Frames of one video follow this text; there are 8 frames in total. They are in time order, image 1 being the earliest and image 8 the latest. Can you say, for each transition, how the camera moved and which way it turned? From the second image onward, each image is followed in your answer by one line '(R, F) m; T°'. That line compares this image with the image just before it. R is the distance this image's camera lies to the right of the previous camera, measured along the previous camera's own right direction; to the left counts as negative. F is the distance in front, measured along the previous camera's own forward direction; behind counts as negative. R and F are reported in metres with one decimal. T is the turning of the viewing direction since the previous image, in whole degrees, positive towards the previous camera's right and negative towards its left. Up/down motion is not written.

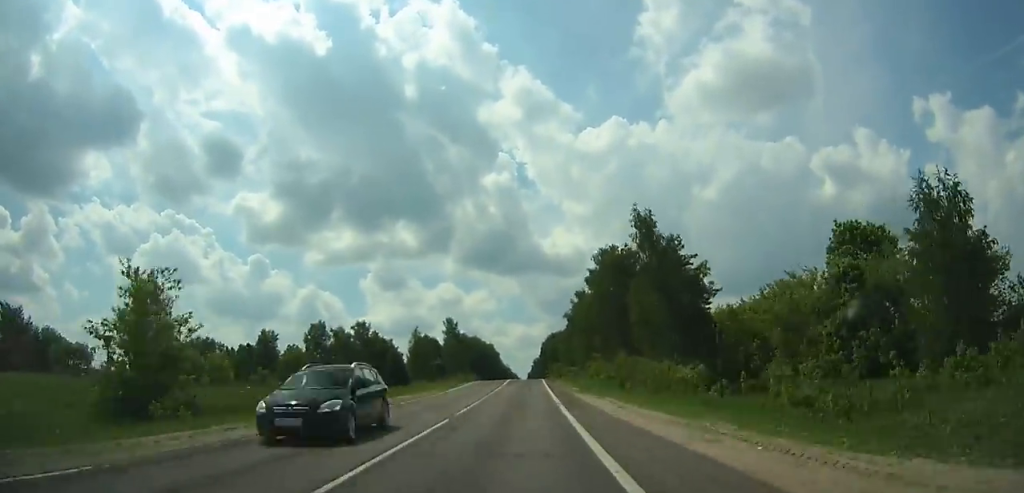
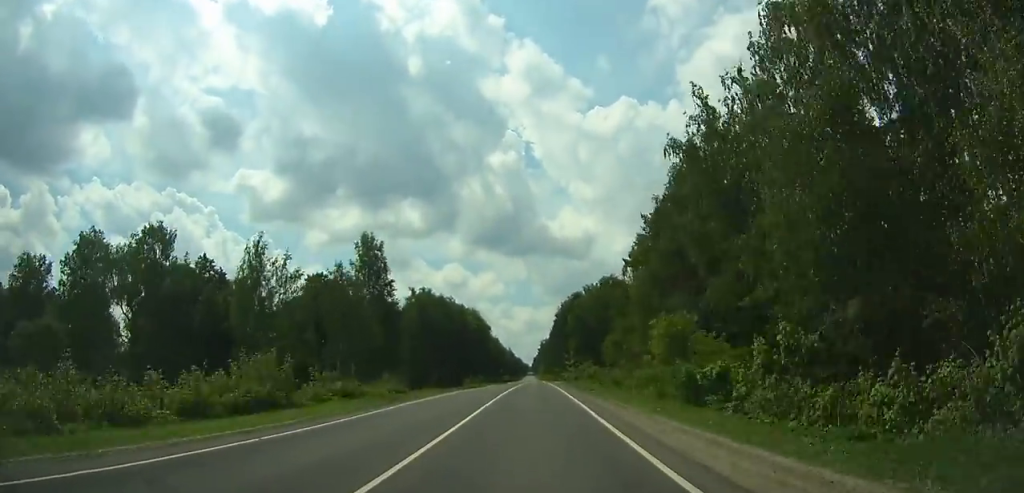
(-0.4, +93.7) m; 0°
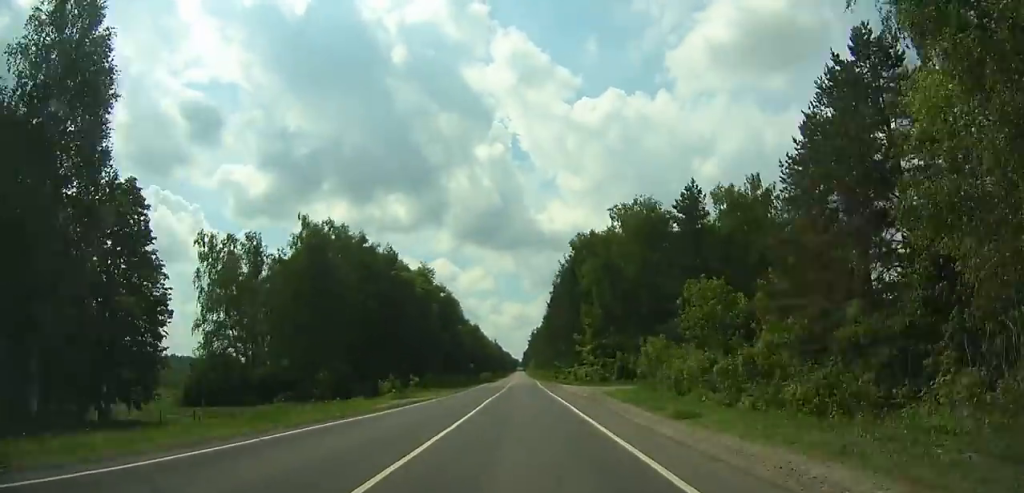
(+0.1, +53.7) m; 0°
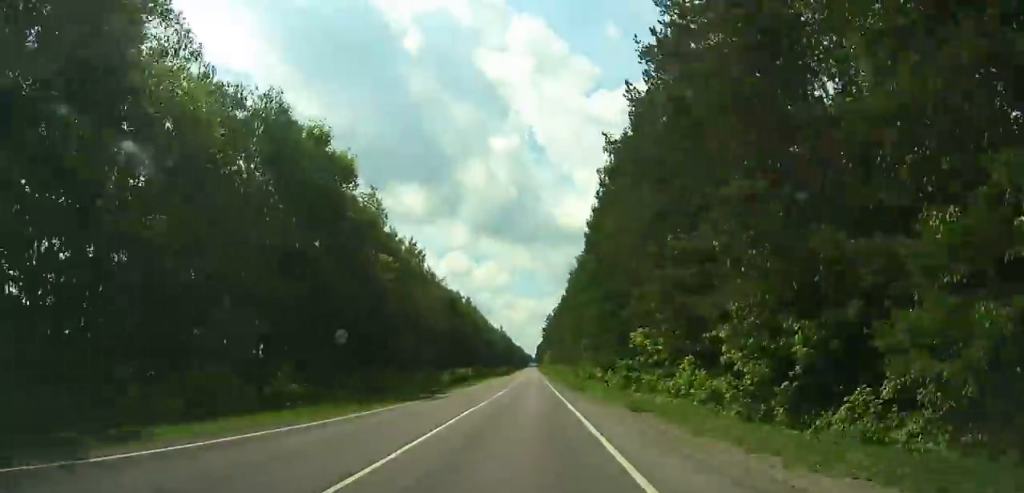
(-0.1, +76.3) m; 0°
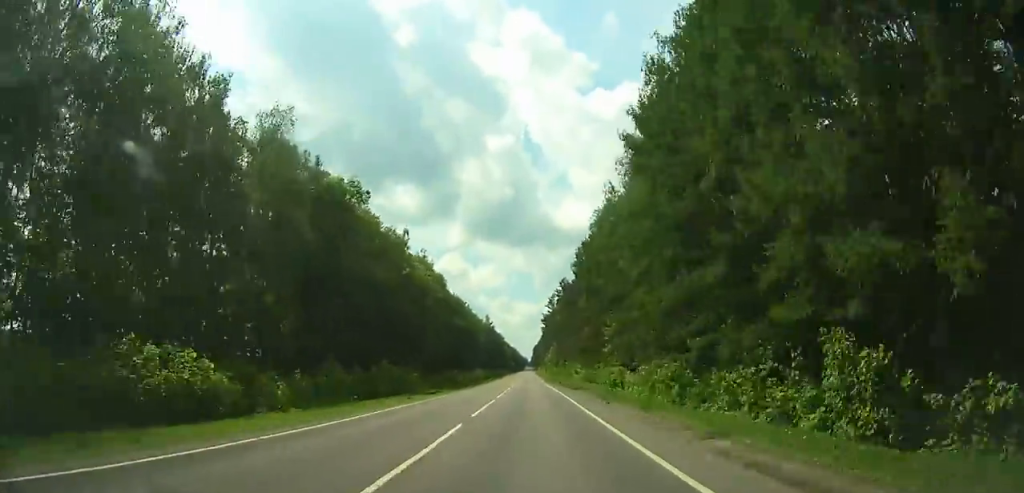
(-0.1, +75.4) m; 0°
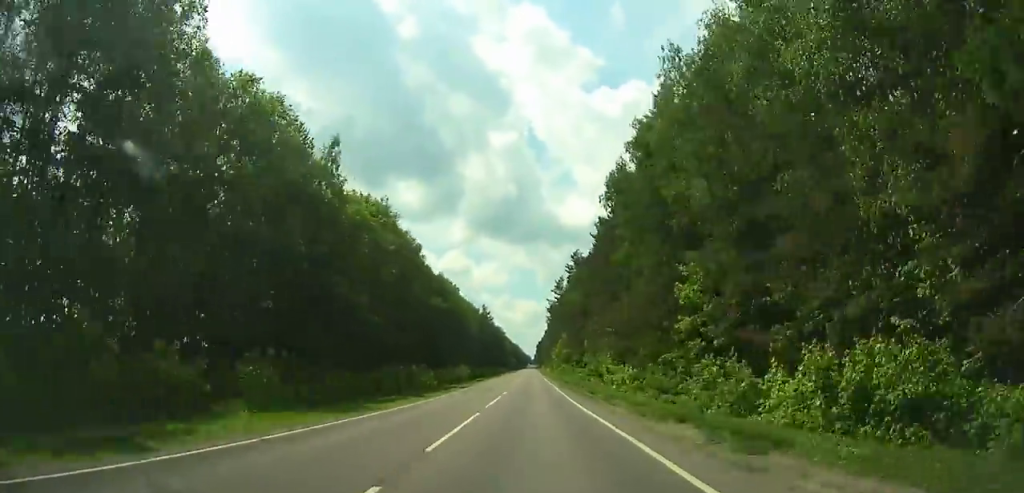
(0.0, +32.0) m; 0°
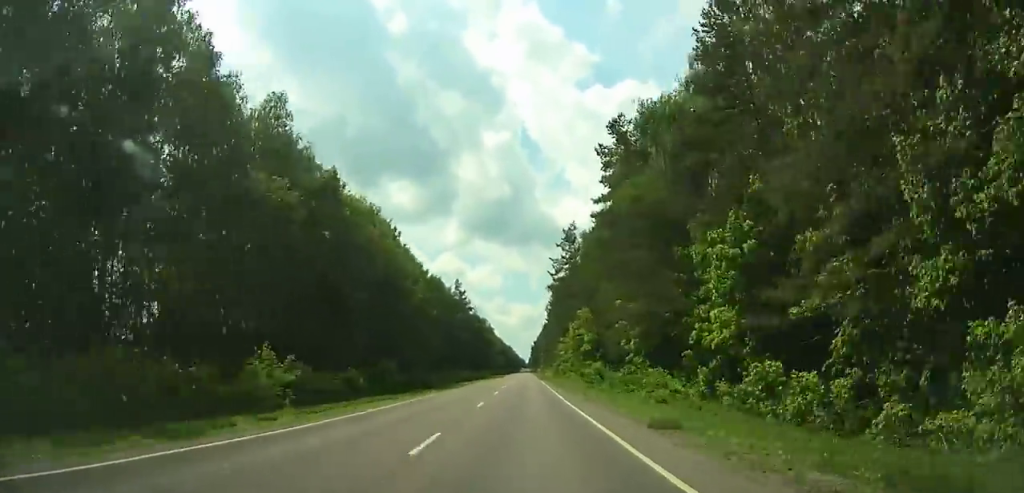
(-0.2, +62.4) m; 0°
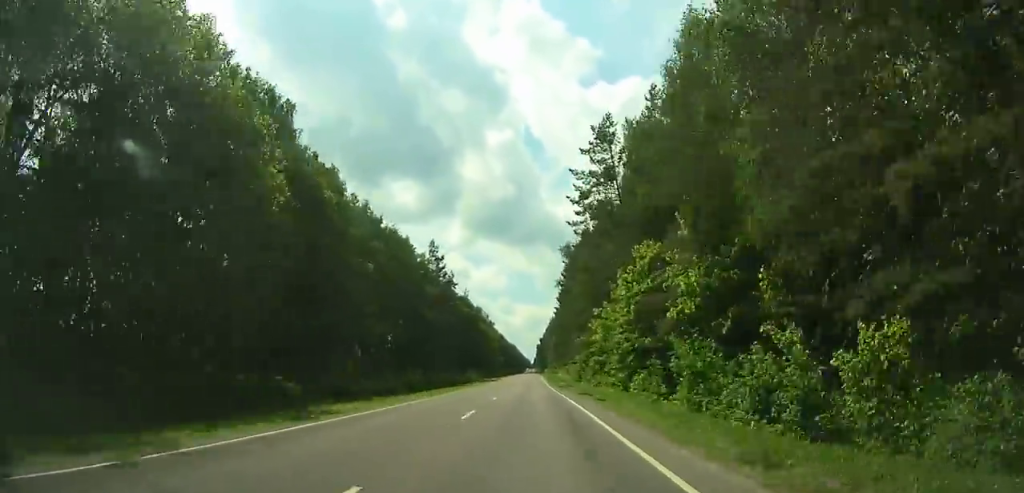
(0.0, +44.7) m; 0°
